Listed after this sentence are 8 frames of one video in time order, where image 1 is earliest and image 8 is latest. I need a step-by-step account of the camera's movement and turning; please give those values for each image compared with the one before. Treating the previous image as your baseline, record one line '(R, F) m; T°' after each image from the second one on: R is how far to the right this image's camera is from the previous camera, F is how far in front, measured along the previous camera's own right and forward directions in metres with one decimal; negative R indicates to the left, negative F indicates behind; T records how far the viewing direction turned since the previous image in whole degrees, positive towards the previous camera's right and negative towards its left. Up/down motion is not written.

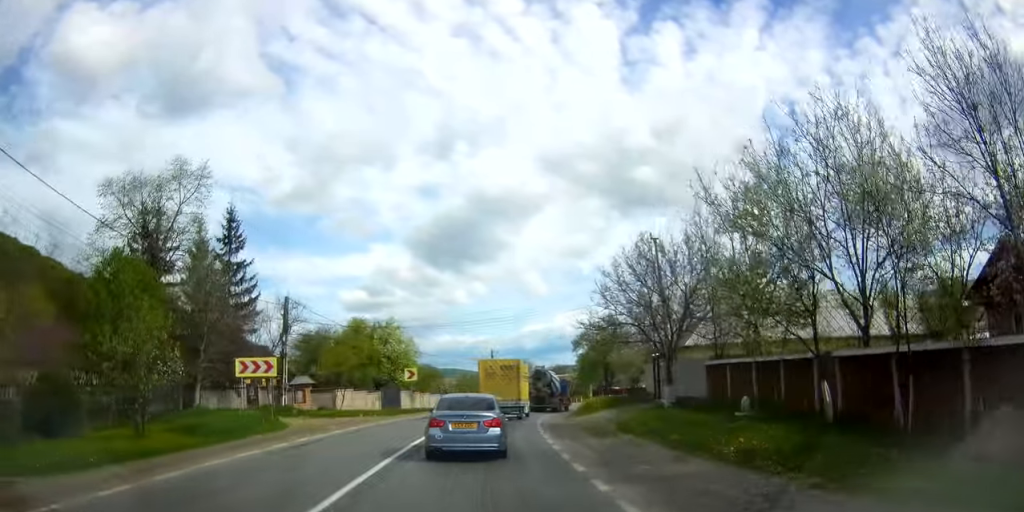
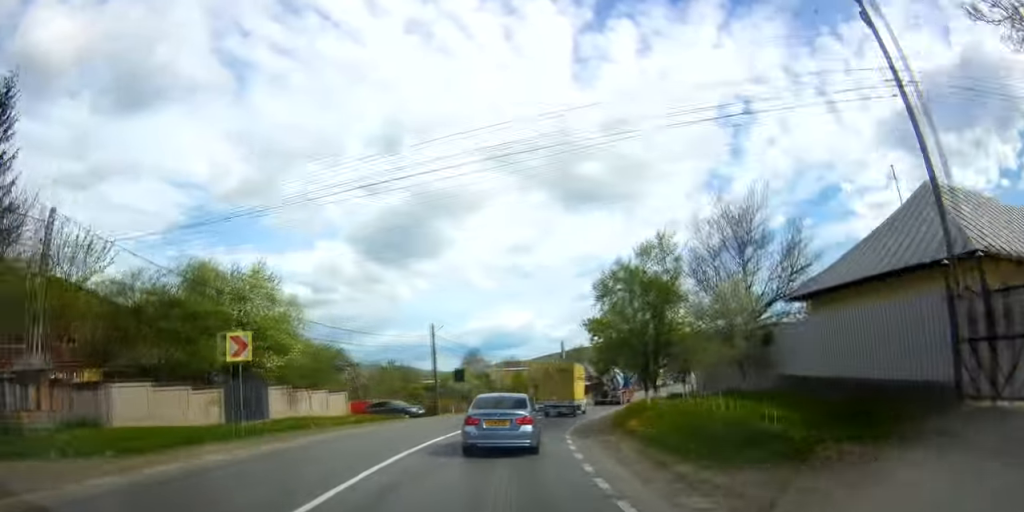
(+1.0, +24.0) m; +5°
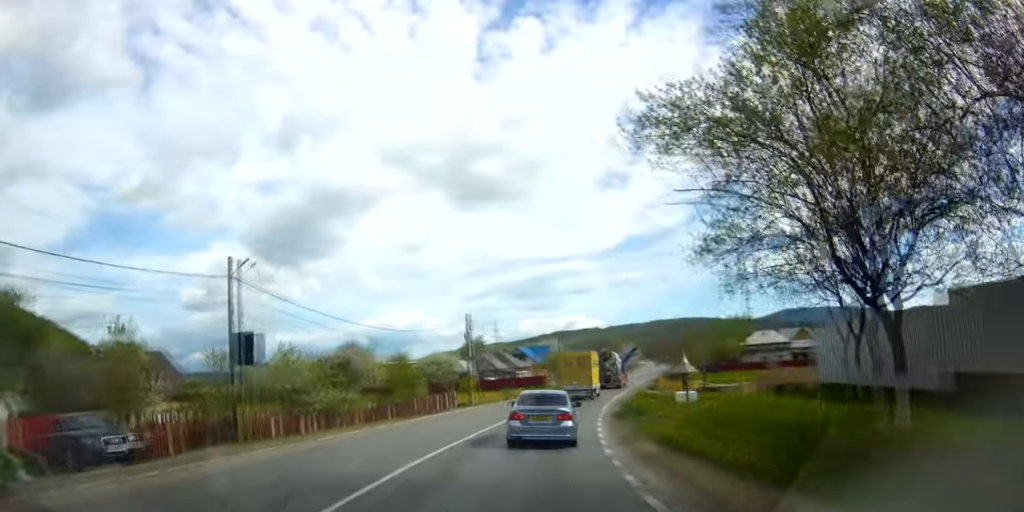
(+0.7, +22.9) m; +7°
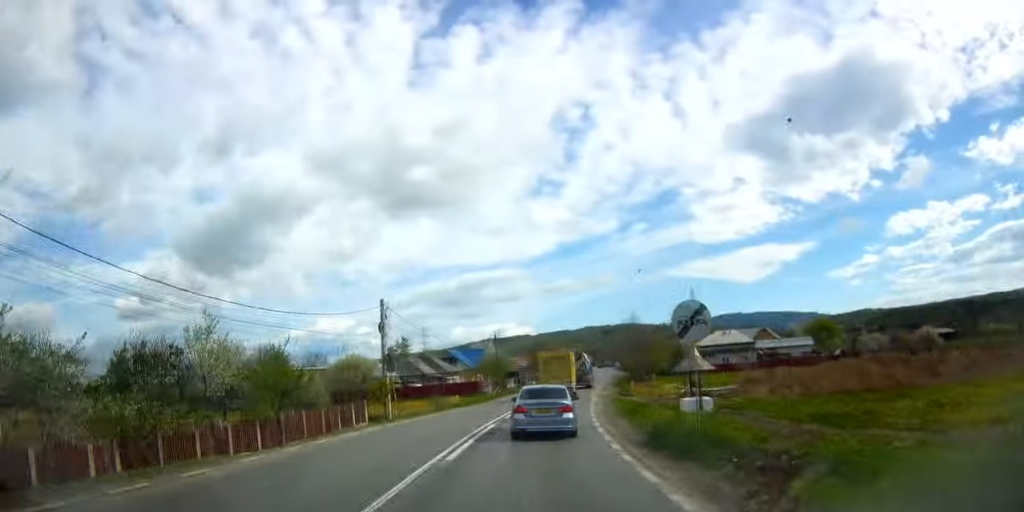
(+0.7, +11.9) m; +6°
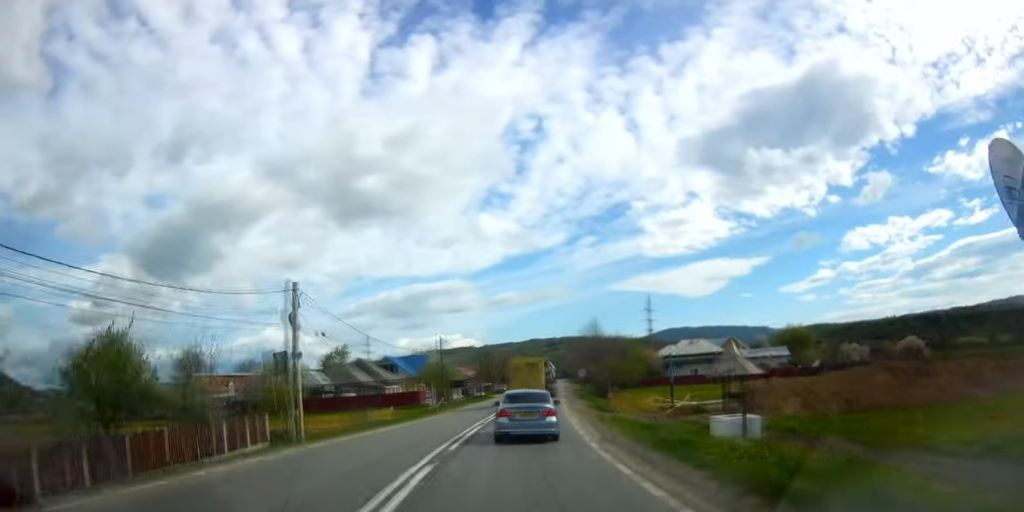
(+0.3, +8.6) m; +5°
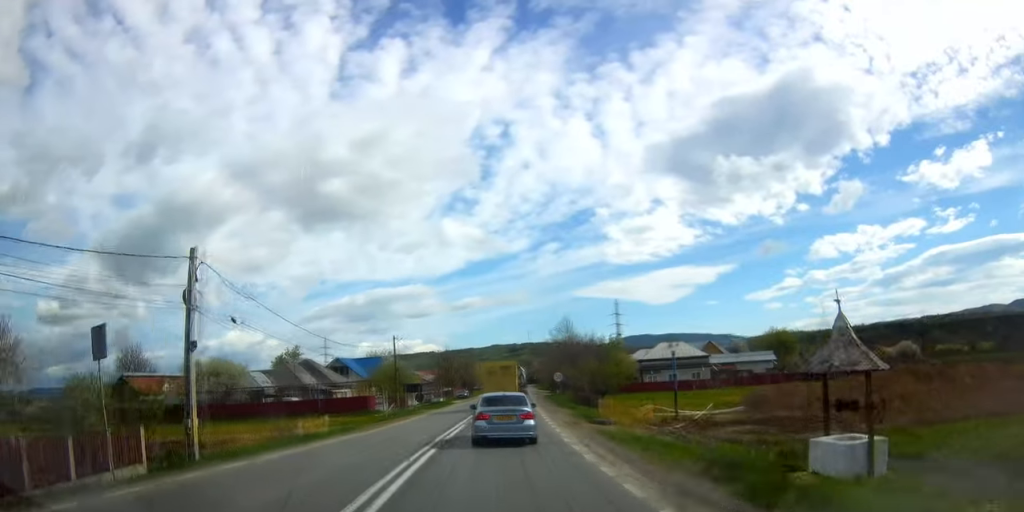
(+0.3, +7.3) m; +4°
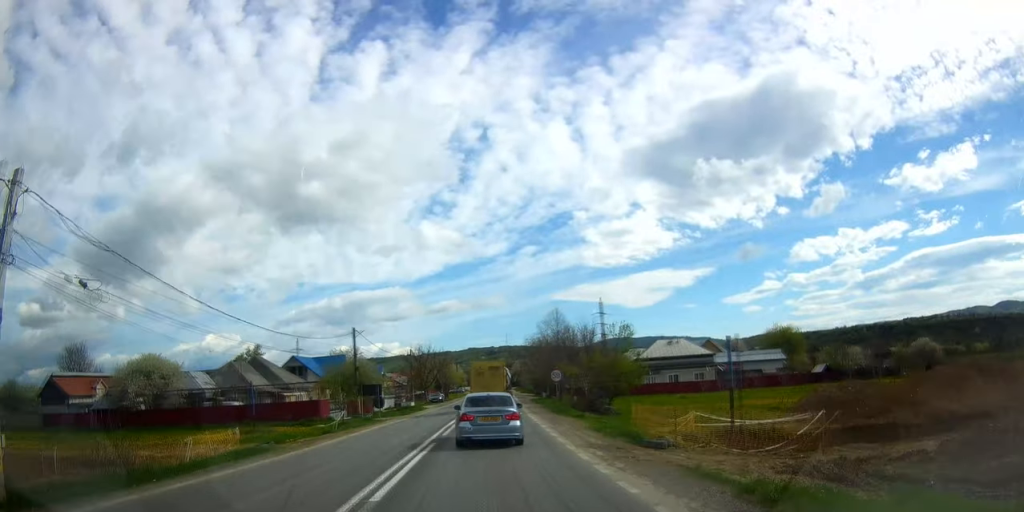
(+0.1, +9.4) m; +4°
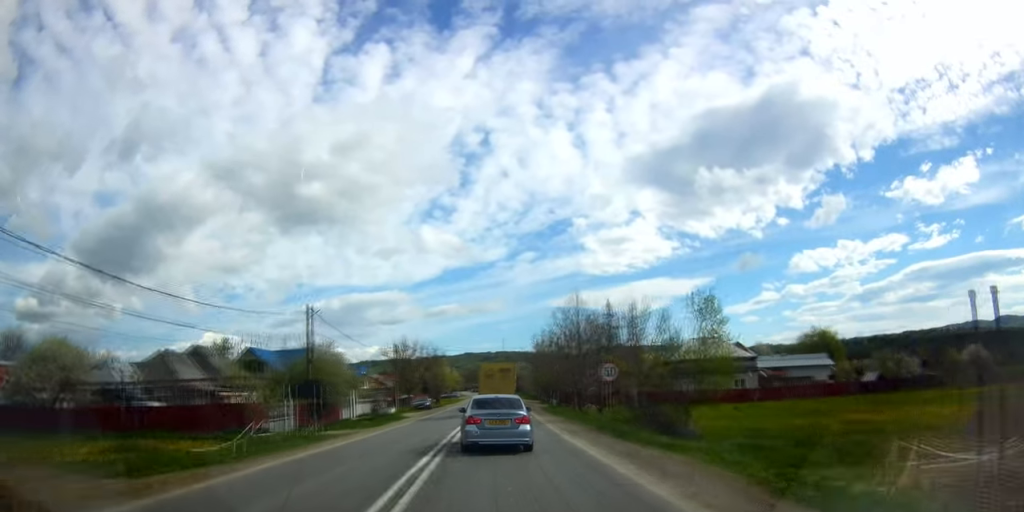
(+0.8, +13.0) m; +4°
